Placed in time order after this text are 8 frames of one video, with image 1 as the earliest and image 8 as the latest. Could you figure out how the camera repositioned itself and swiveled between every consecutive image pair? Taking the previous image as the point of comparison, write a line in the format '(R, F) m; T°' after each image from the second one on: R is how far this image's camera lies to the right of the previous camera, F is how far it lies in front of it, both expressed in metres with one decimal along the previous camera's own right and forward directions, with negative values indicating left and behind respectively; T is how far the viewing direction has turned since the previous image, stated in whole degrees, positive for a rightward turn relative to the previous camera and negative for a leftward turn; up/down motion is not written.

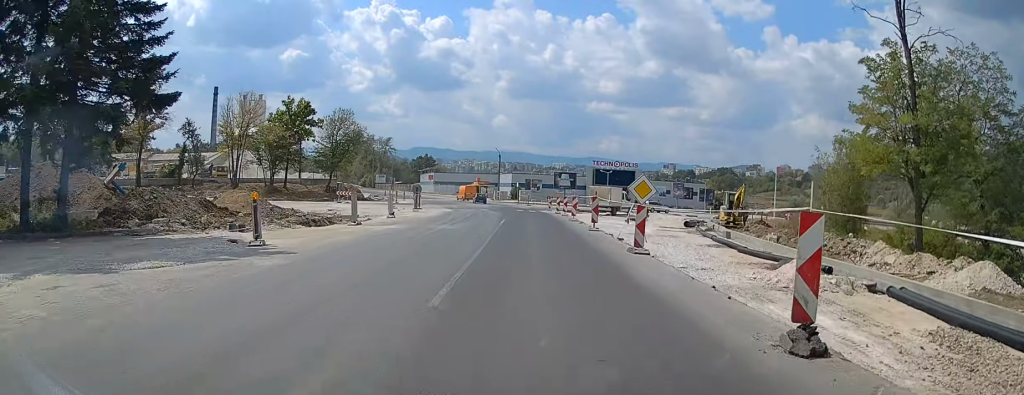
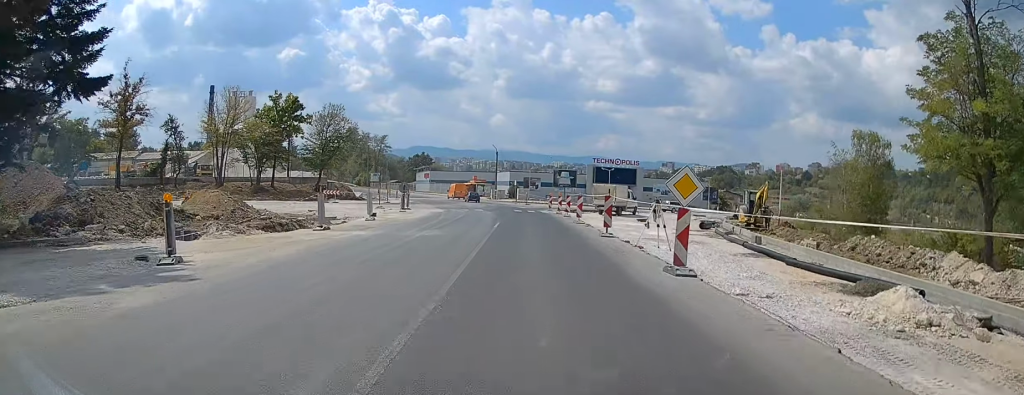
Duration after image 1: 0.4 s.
(+0.1, +4.5) m; 0°
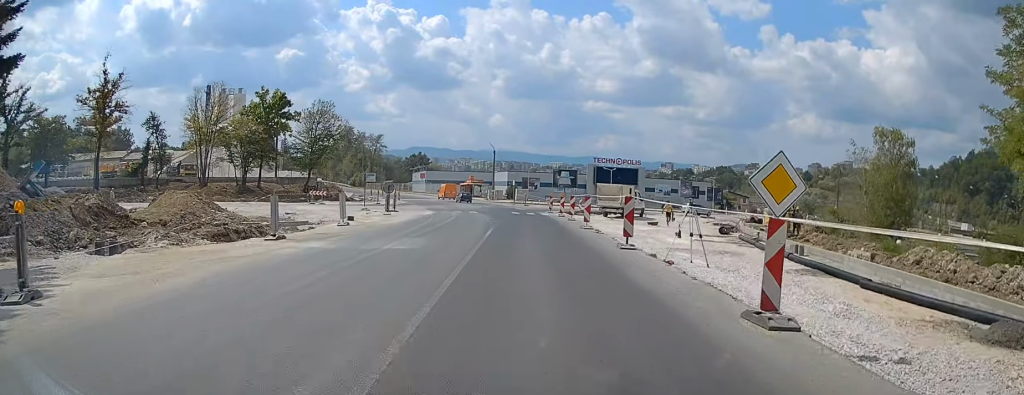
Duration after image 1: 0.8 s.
(+0.1, +4.5) m; 0°
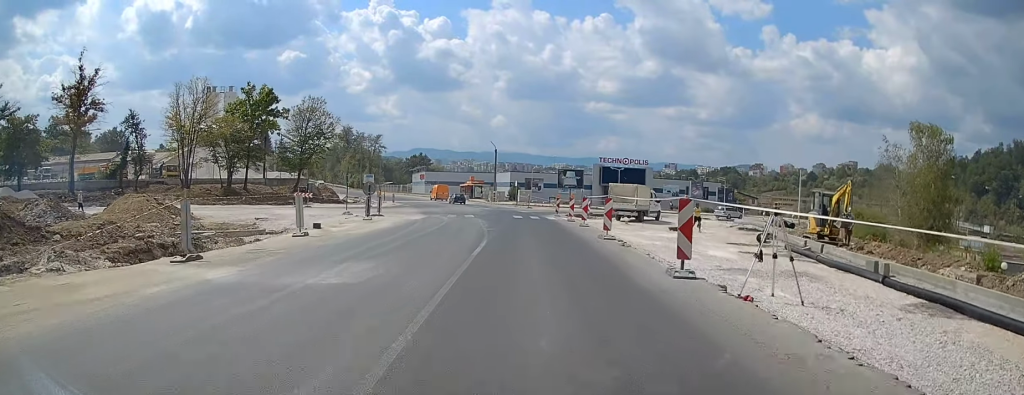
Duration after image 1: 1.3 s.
(0.0, +5.6) m; -1°
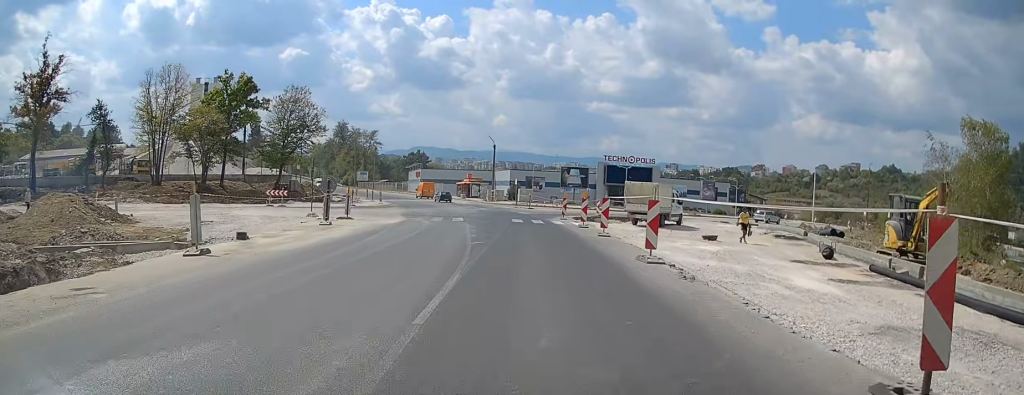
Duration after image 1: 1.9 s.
(-0.2, +7.1) m; -1°
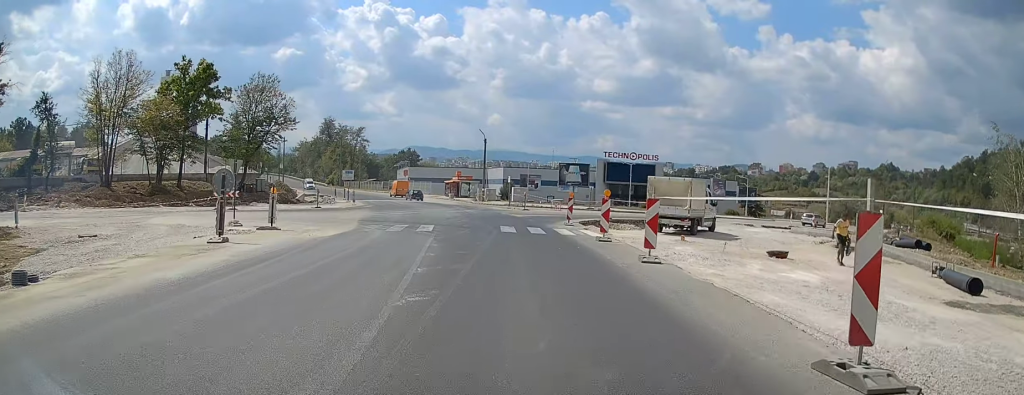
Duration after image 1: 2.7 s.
(0.0, +9.1) m; +1°
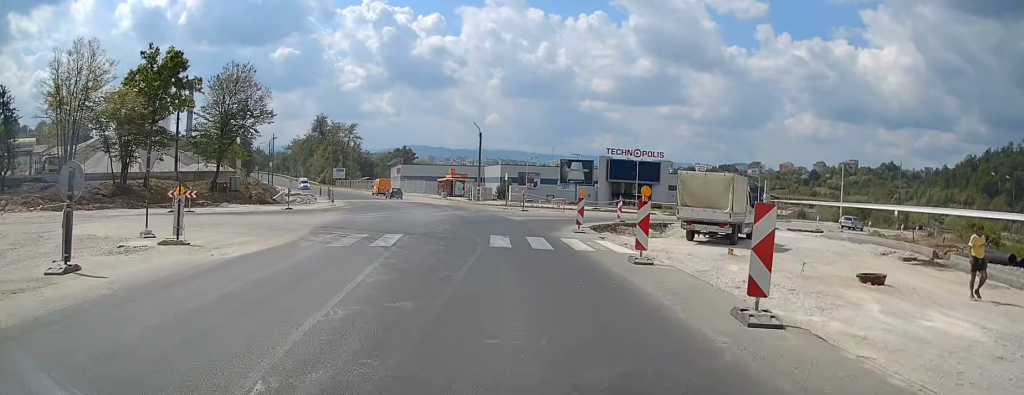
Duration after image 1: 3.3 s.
(+0.1, +6.5) m; +1°
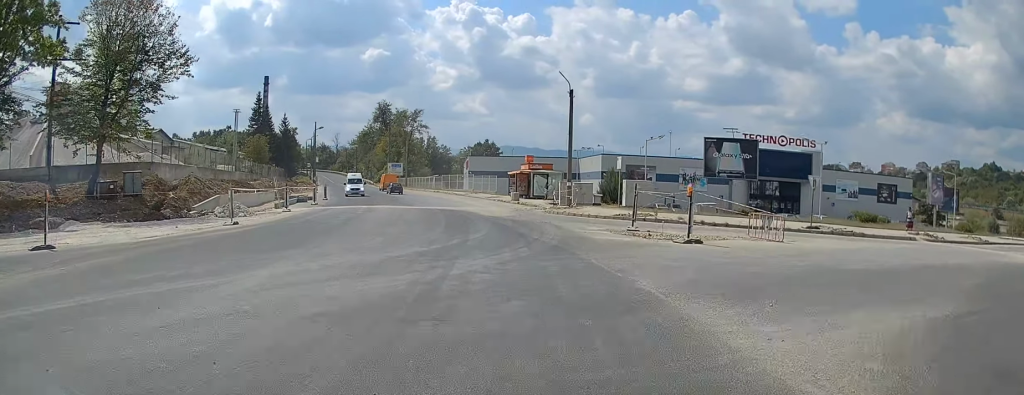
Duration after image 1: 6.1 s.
(-0.5, +32.2) m; -5°
